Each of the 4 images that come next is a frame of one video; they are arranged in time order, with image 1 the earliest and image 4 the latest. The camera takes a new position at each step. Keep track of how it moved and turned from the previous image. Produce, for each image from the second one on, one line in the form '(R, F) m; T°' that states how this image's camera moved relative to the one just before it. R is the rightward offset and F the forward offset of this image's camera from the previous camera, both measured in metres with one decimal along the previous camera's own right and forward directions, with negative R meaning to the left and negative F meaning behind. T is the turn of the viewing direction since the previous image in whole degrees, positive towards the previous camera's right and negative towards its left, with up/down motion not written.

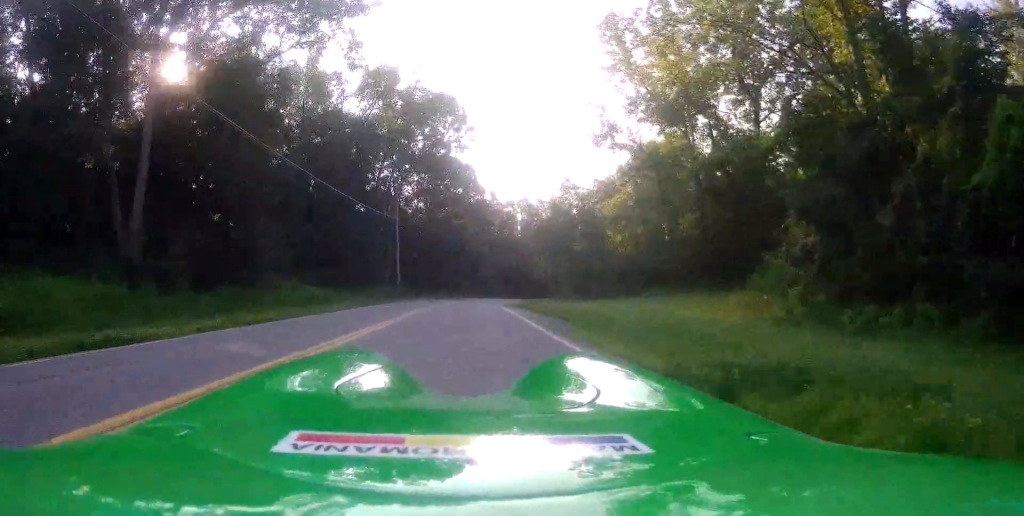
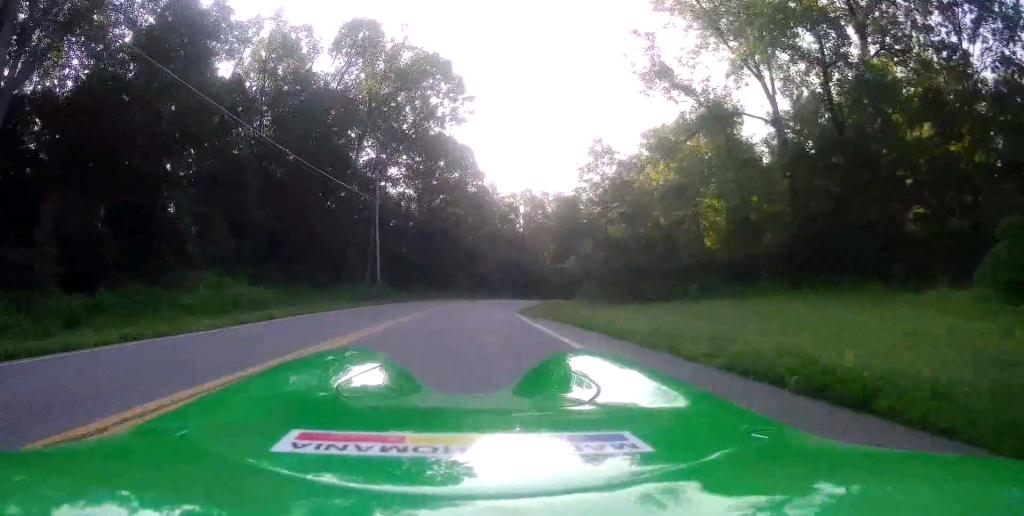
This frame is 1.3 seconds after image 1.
(0.0, +10.3) m; 0°
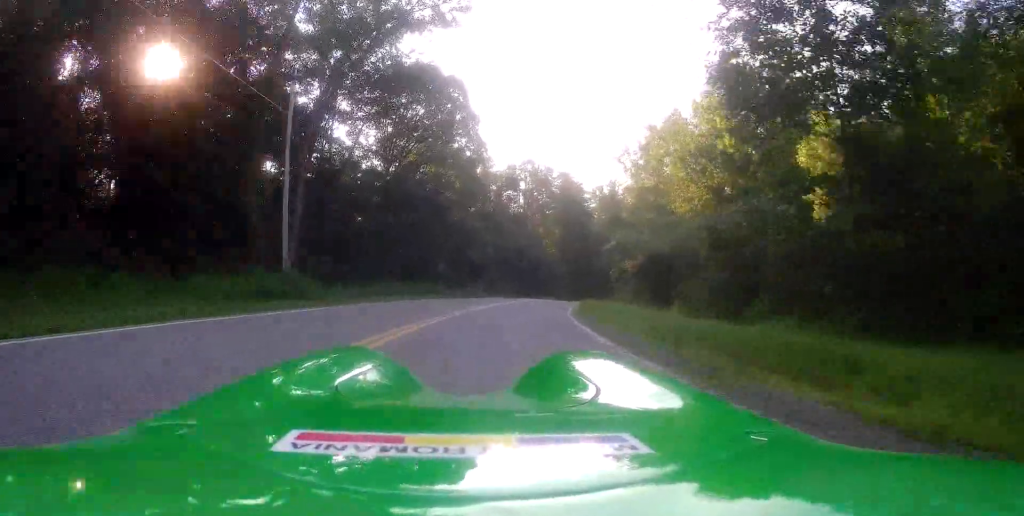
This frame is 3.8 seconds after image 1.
(0.0, +22.4) m; 0°
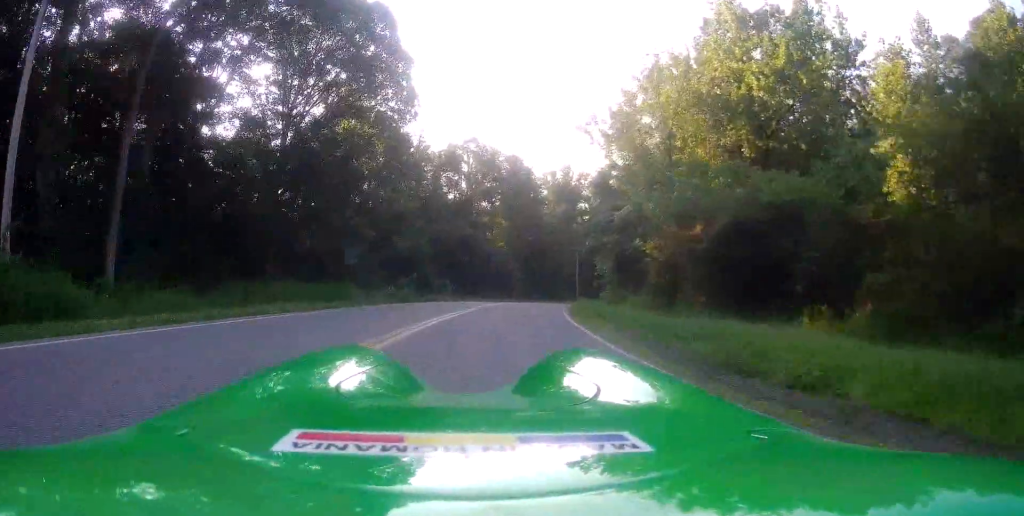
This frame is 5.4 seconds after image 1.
(0.0, +16.3) m; 0°
